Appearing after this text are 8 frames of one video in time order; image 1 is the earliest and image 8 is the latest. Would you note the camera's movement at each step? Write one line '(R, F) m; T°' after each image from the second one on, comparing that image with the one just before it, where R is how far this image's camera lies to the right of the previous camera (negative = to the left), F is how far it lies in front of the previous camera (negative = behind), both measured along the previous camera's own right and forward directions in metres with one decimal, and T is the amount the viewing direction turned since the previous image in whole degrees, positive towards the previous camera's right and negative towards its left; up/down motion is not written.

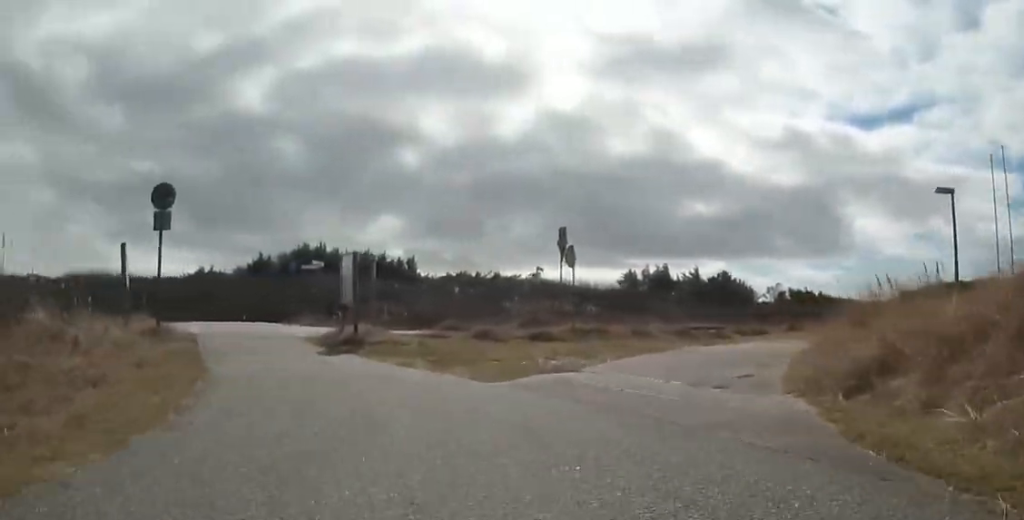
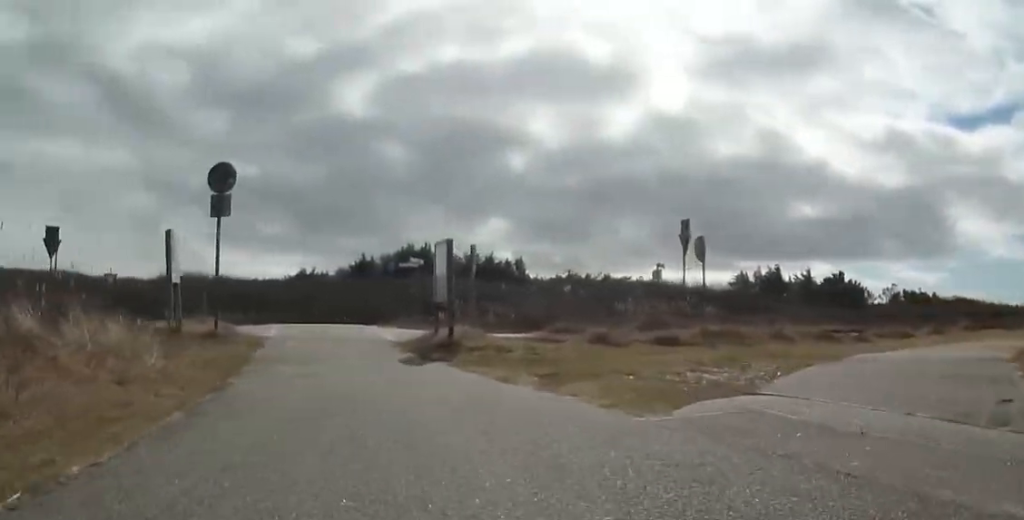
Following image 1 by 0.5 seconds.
(-0.8, +2.5) m; -4°
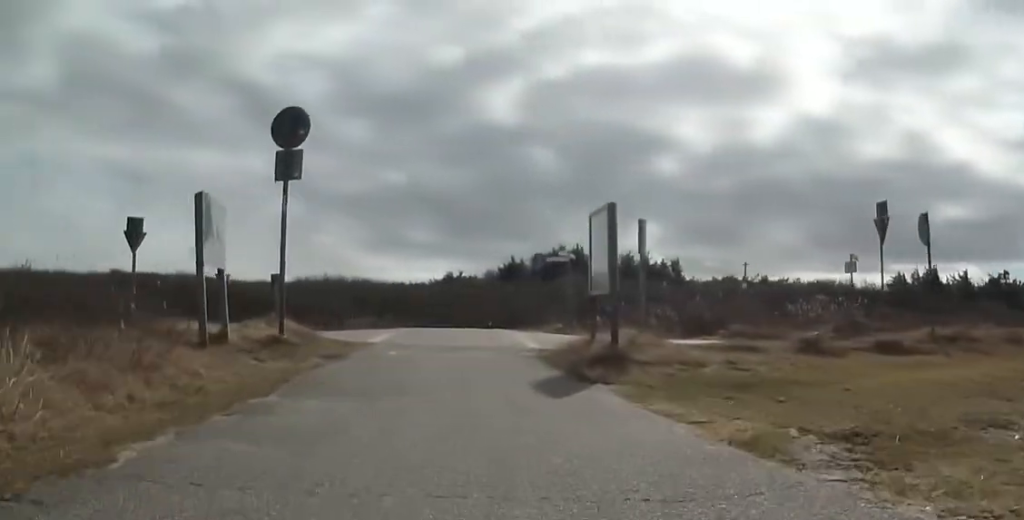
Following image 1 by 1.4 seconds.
(-0.4, +4.0) m; -3°
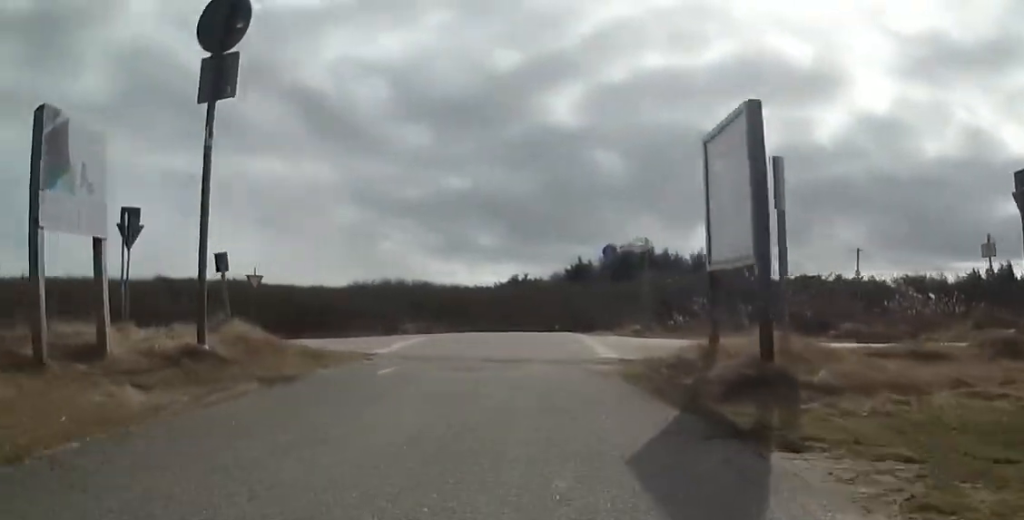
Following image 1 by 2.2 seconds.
(+0.7, +4.3) m; +2°
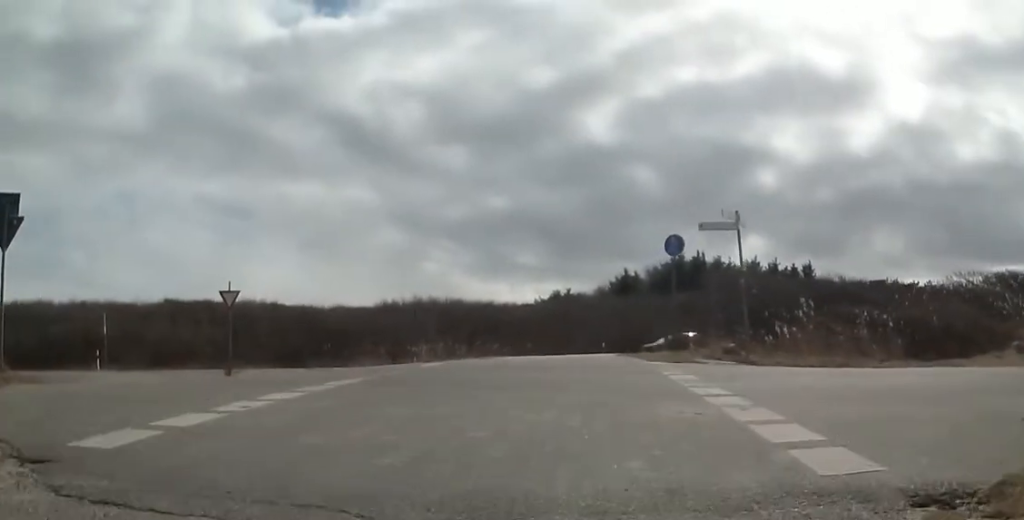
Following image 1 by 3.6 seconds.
(-0.7, +7.3) m; -6°
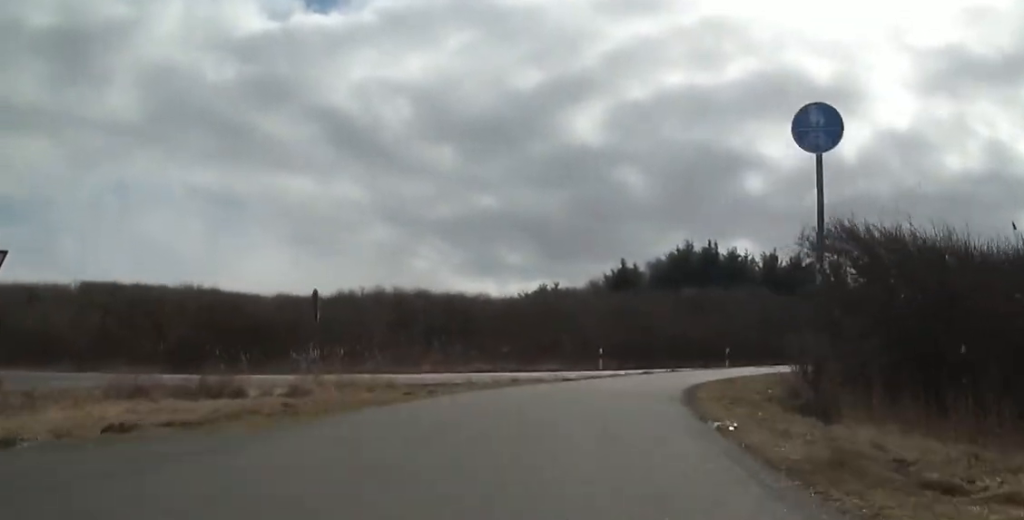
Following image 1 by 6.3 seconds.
(+1.7, +13.9) m; +15°
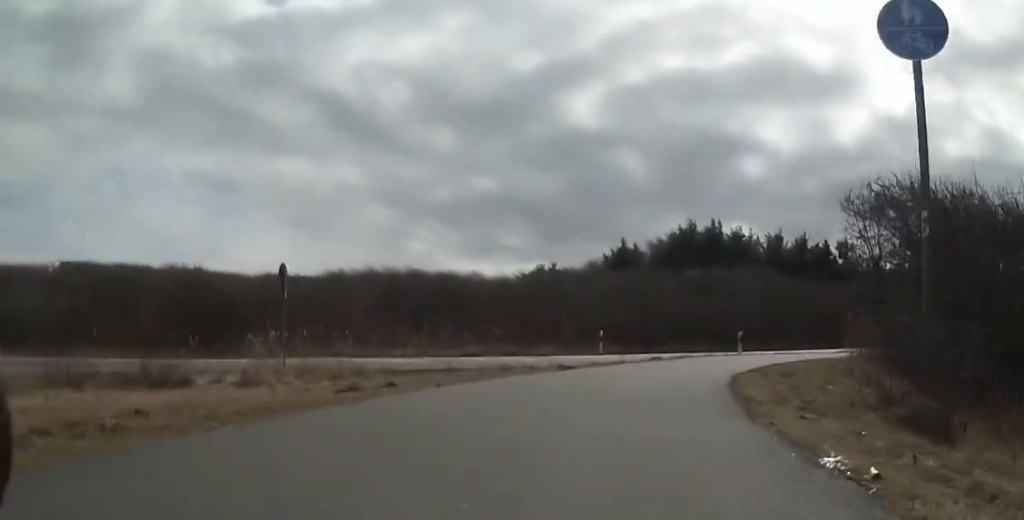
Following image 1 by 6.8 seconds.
(-0.1, +2.8) m; +3°
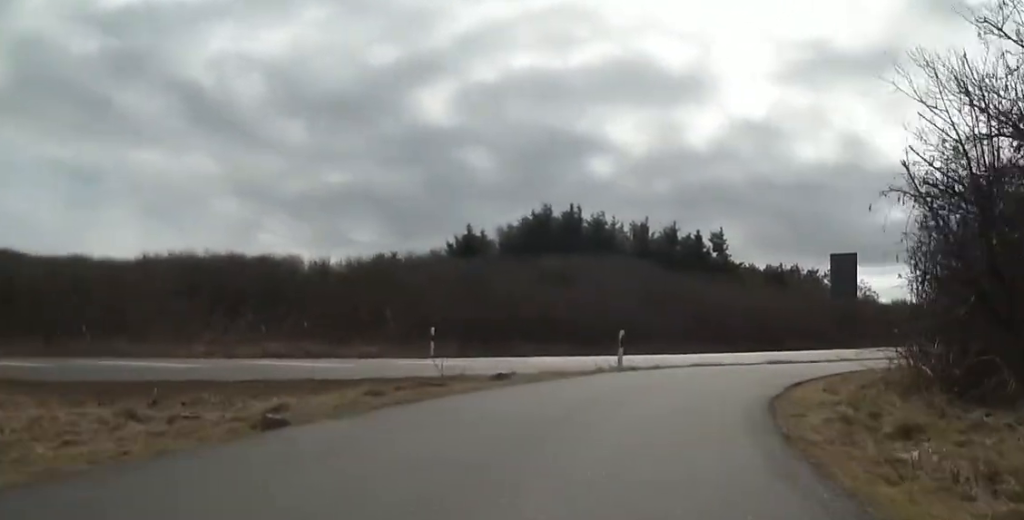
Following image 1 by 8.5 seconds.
(+0.9, +8.4) m; +11°
